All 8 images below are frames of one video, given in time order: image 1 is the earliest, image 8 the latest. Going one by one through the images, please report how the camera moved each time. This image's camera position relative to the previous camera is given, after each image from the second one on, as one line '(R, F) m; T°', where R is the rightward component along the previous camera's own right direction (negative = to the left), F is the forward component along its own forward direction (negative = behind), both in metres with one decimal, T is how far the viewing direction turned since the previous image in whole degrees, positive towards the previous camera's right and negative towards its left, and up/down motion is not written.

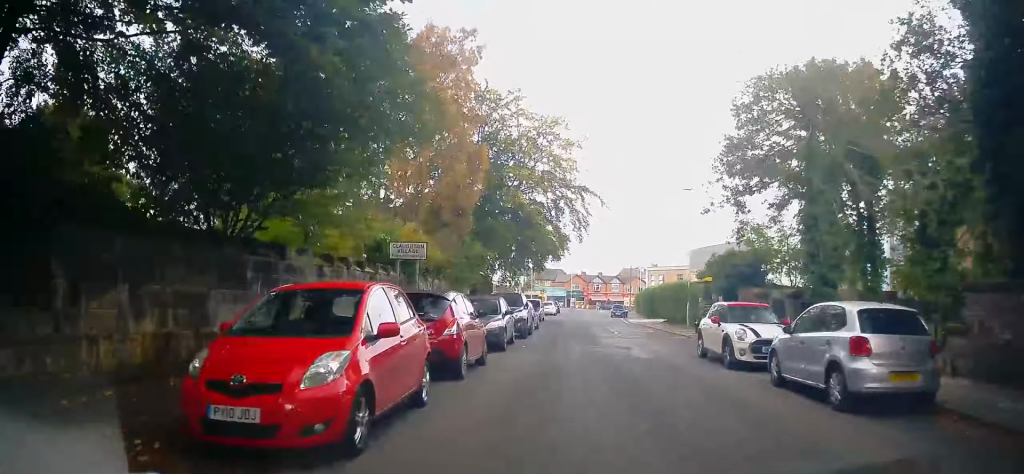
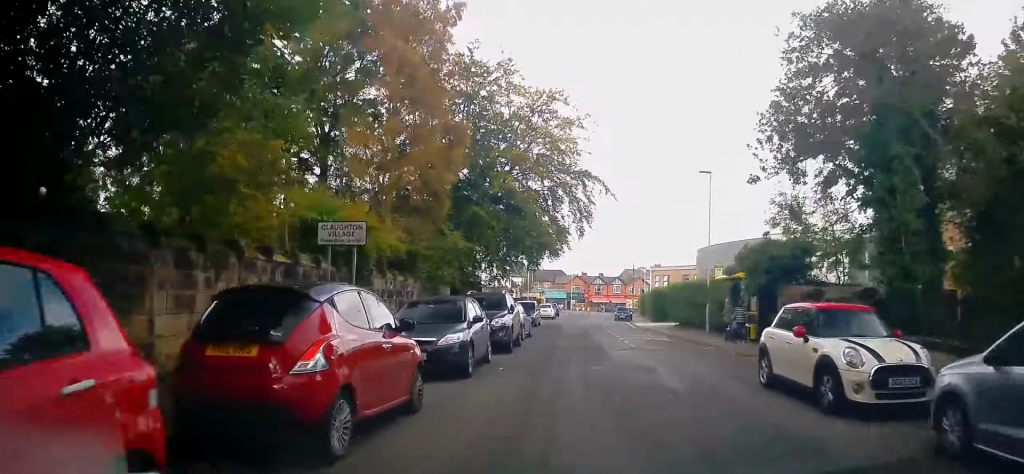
(0.0, +5.3) m; 0°
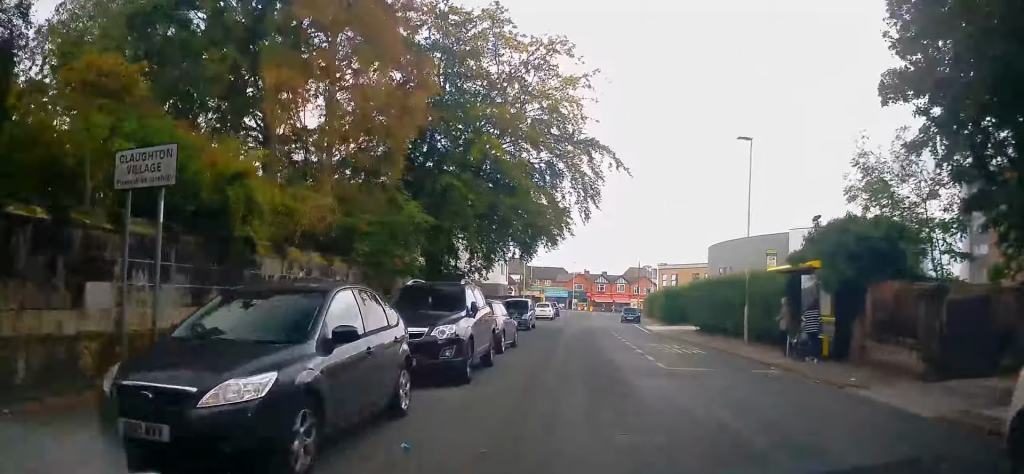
(0.0, +6.7) m; 0°
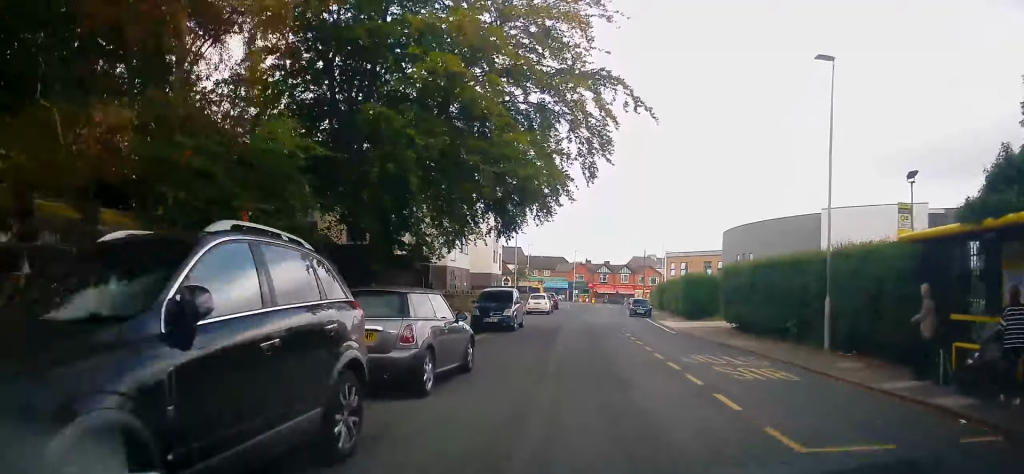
(0.0, +8.0) m; 0°
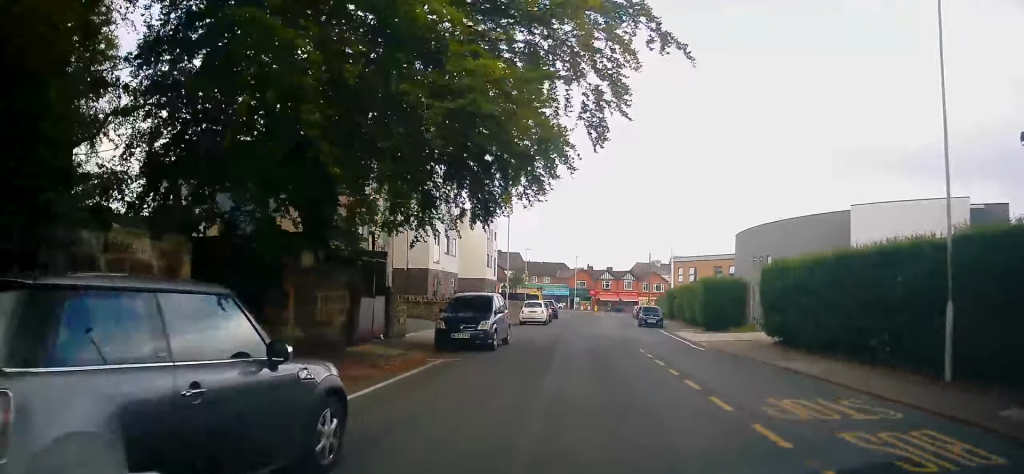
(0.0, +5.8) m; 0°
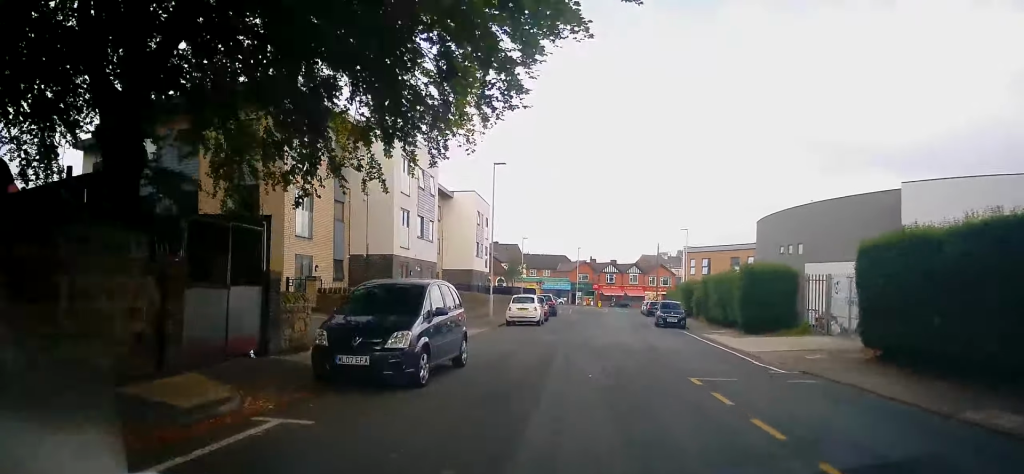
(0.0, +7.8) m; 0°
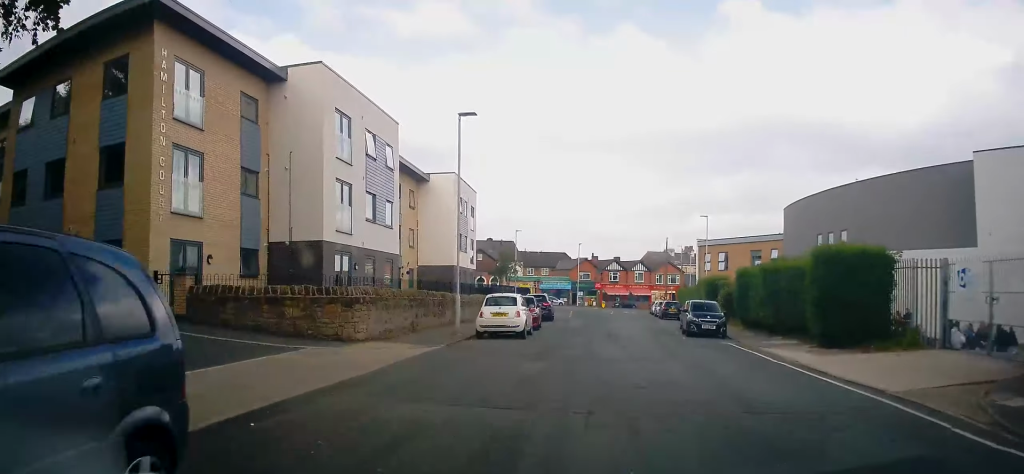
(0.0, +8.8) m; 0°
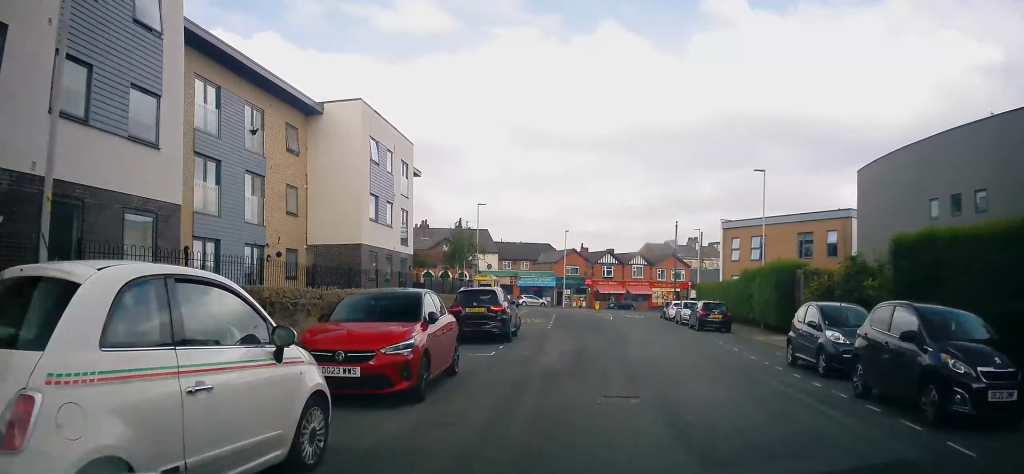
(0.0, +17.9) m; -1°
